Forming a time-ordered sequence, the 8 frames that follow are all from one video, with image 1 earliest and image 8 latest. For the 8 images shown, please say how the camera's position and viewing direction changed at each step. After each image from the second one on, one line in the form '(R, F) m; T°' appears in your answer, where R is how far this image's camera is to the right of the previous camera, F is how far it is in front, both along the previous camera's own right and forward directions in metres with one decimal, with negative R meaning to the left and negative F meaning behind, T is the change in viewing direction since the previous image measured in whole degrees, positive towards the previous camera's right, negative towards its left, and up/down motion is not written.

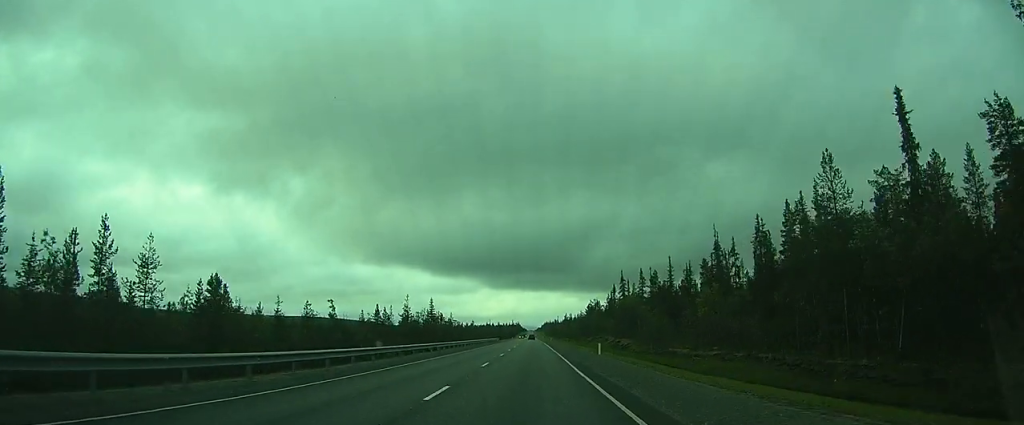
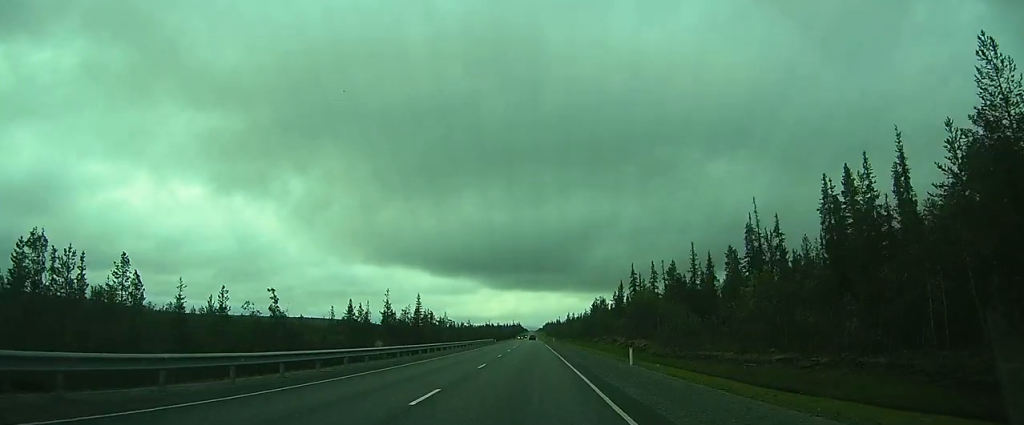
(-0.1, +14.2) m; 0°
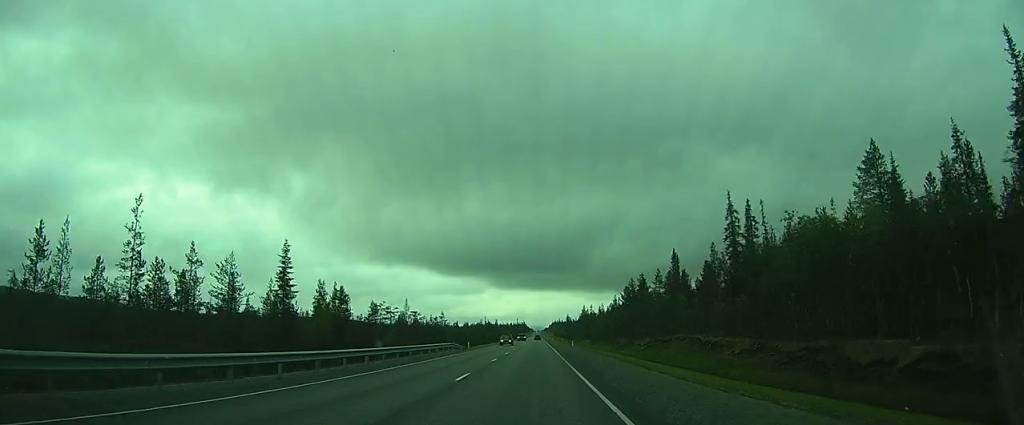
(-1.0, +65.1) m; -2°
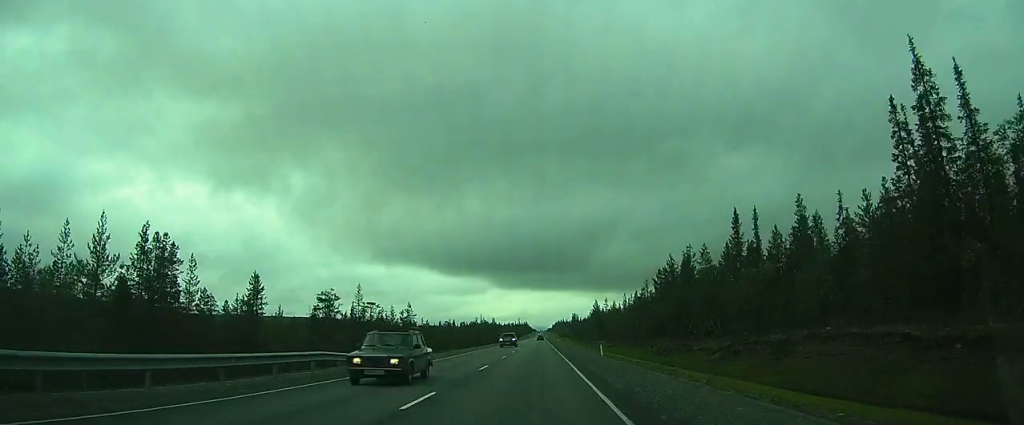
(-0.2, +35.3) m; 0°
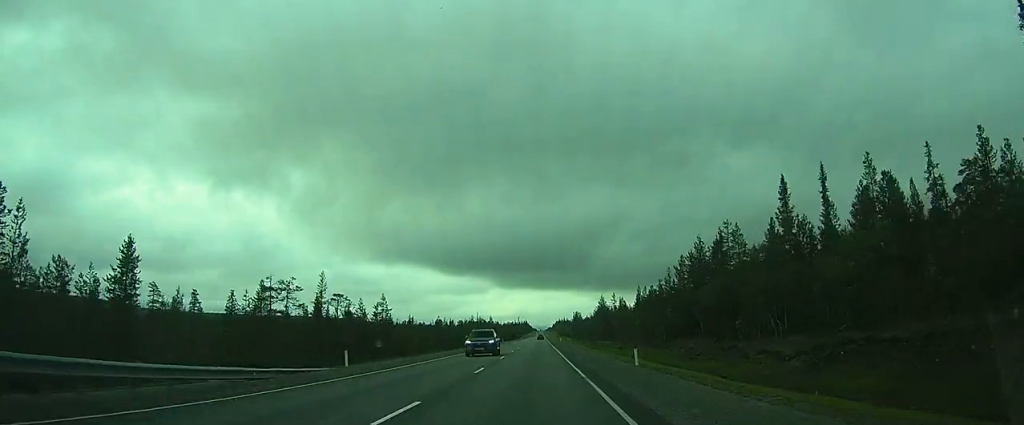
(-0.1, +15.4) m; 0°
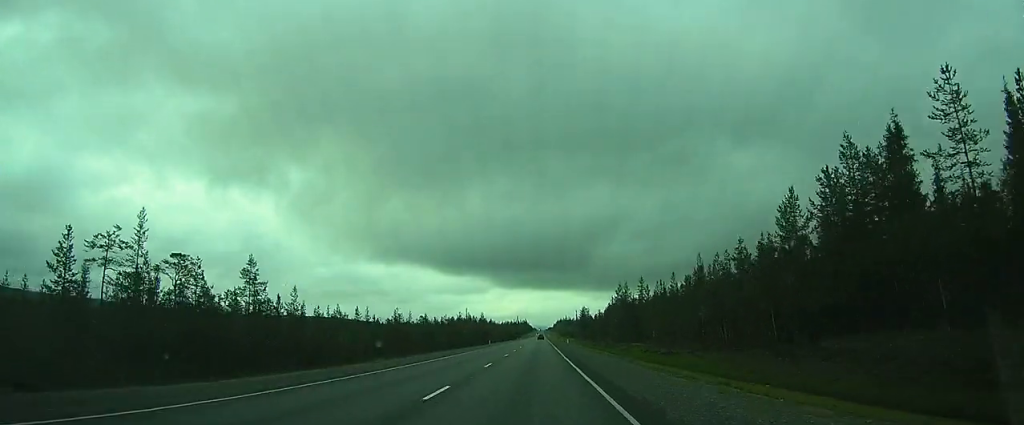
(0.0, +34.1) m; 0°
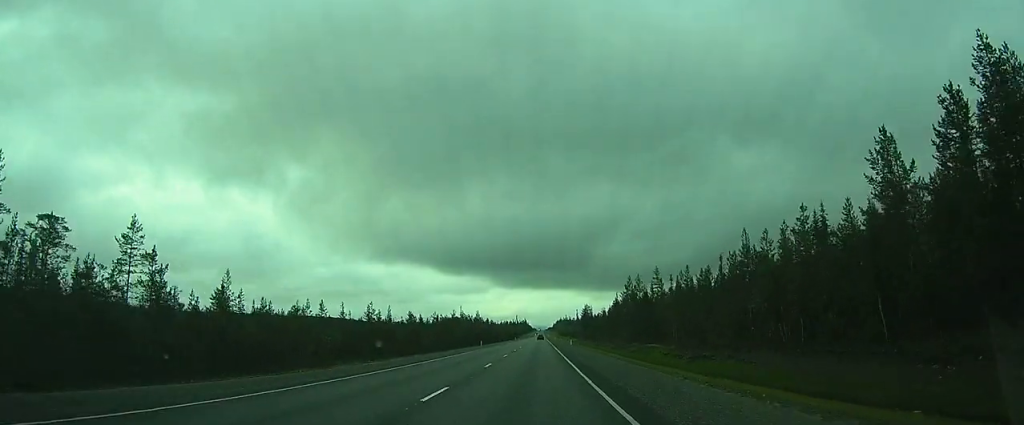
(-0.1, +12.4) m; 0°
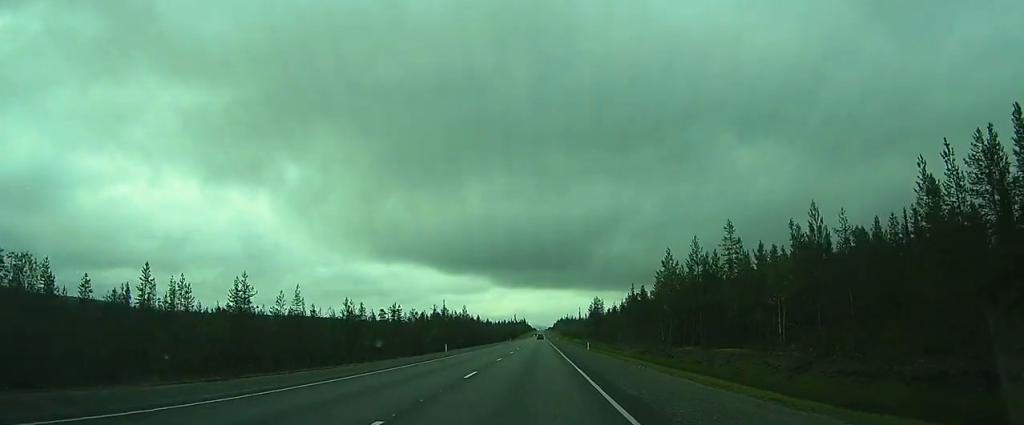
(-0.1, +30.3) m; 0°
